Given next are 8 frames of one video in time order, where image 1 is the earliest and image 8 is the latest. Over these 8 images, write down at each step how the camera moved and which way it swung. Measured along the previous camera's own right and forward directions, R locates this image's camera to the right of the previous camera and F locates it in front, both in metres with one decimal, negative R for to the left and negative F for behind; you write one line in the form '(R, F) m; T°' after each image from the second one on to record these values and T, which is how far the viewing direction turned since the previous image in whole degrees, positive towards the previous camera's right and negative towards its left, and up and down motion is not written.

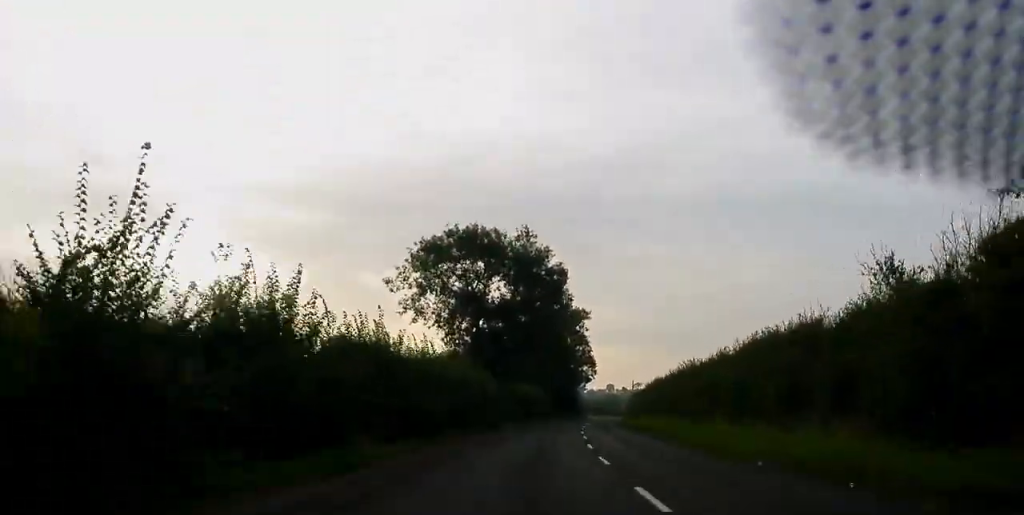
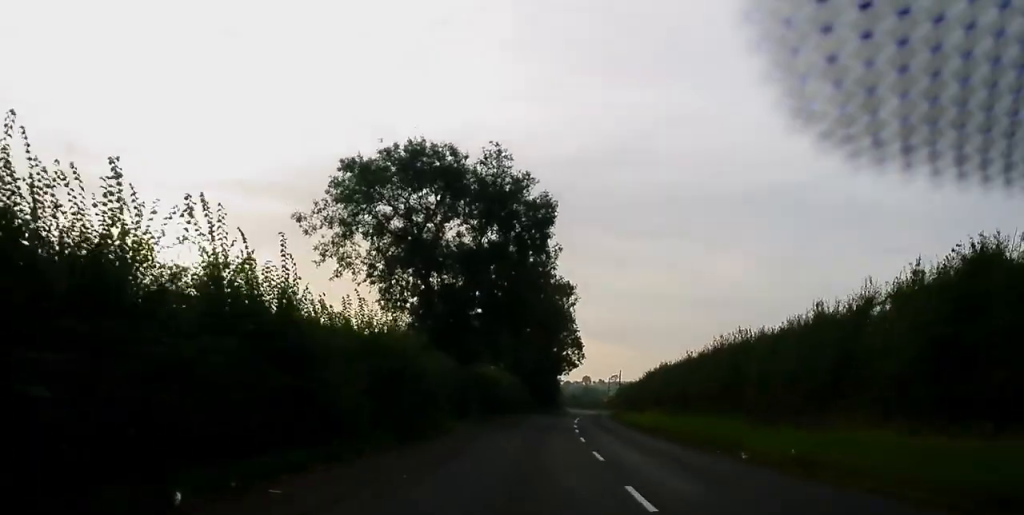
(+0.4, +17.5) m; +1°
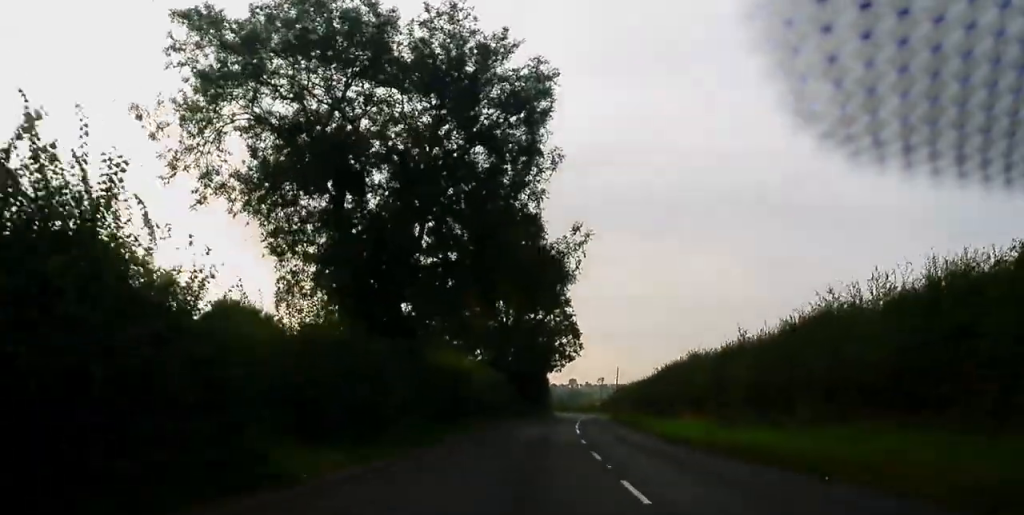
(0.0, +16.8) m; +1°
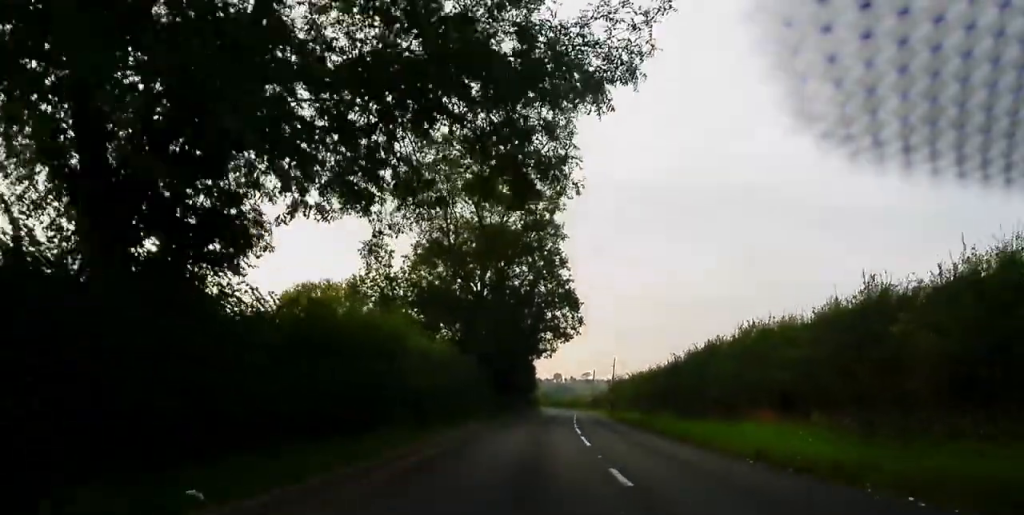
(+0.3, +15.9) m; +1°
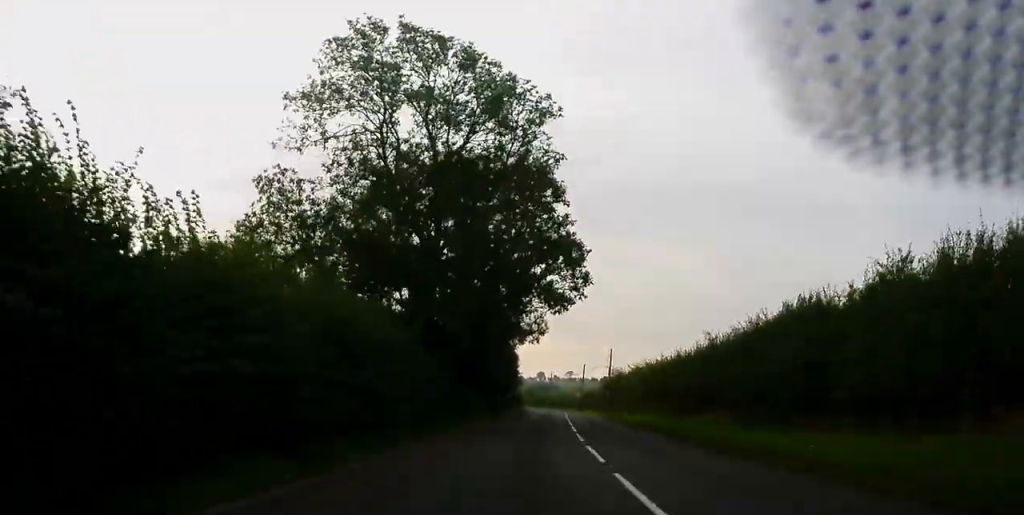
(0.0, +15.7) m; +1°
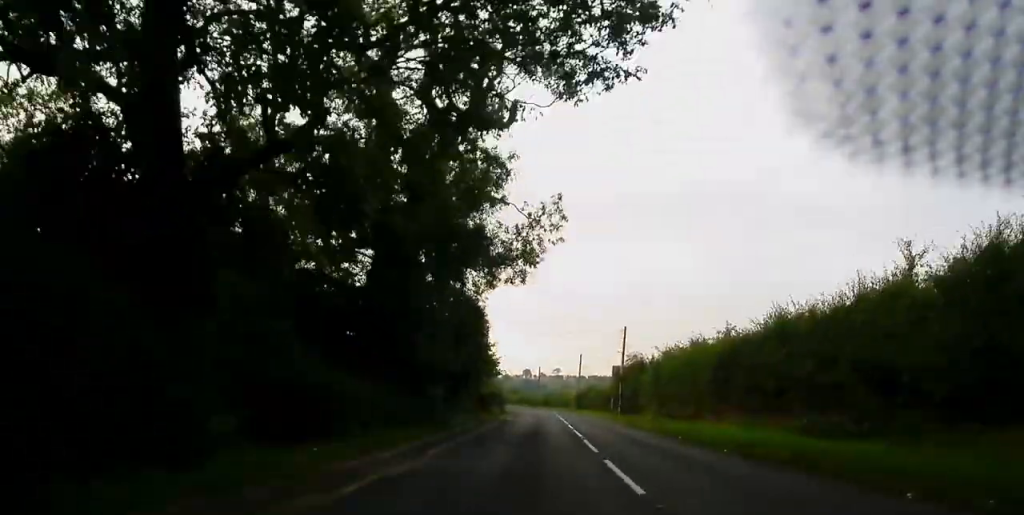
(+0.5, +24.1) m; +1°
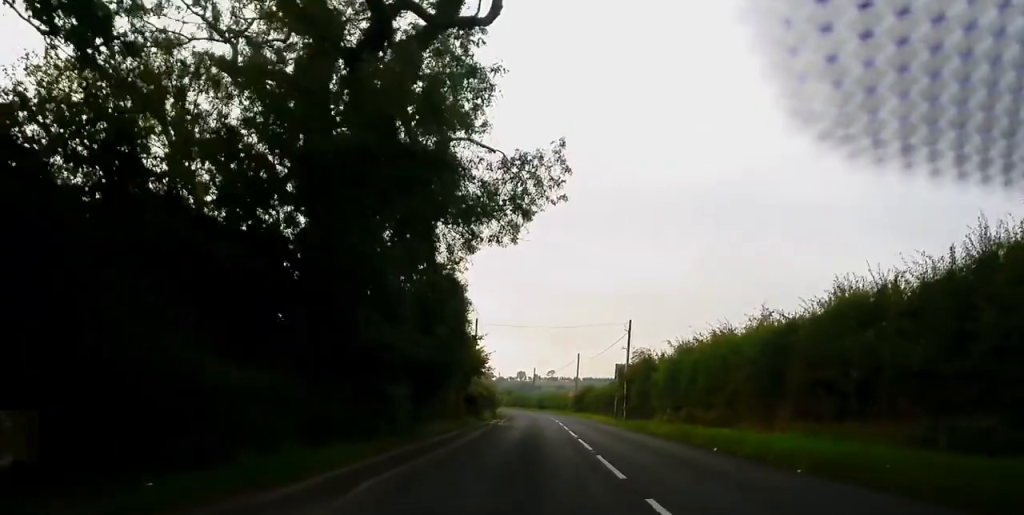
(0.0, +6.6) m; 0°
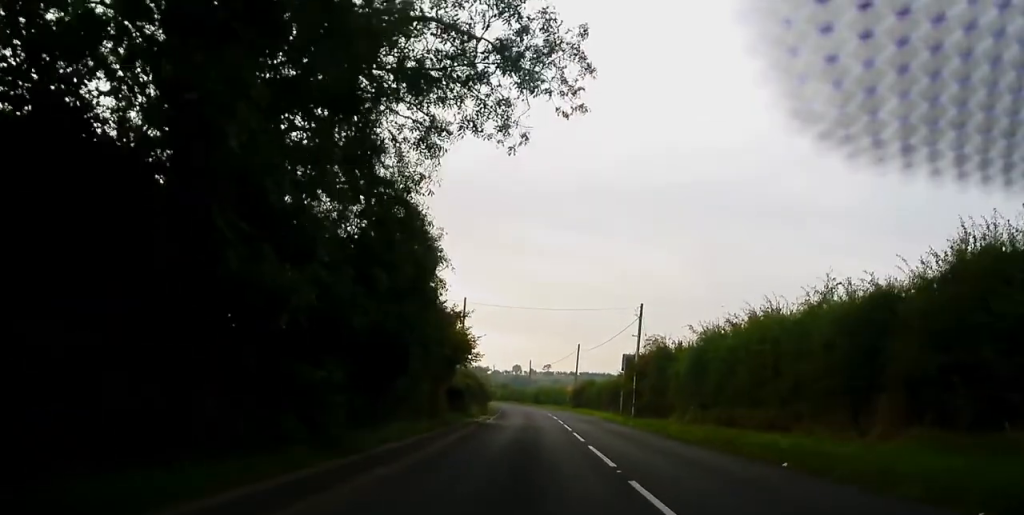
(0.0, +7.0) m; +1°
